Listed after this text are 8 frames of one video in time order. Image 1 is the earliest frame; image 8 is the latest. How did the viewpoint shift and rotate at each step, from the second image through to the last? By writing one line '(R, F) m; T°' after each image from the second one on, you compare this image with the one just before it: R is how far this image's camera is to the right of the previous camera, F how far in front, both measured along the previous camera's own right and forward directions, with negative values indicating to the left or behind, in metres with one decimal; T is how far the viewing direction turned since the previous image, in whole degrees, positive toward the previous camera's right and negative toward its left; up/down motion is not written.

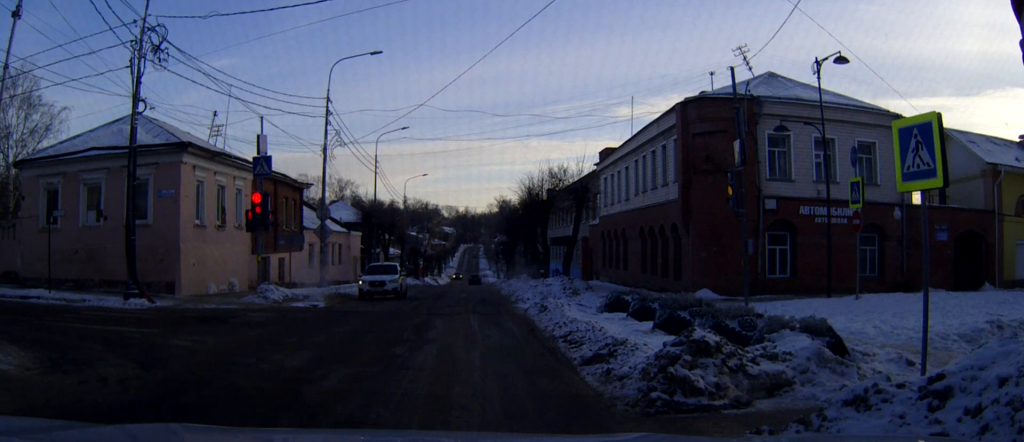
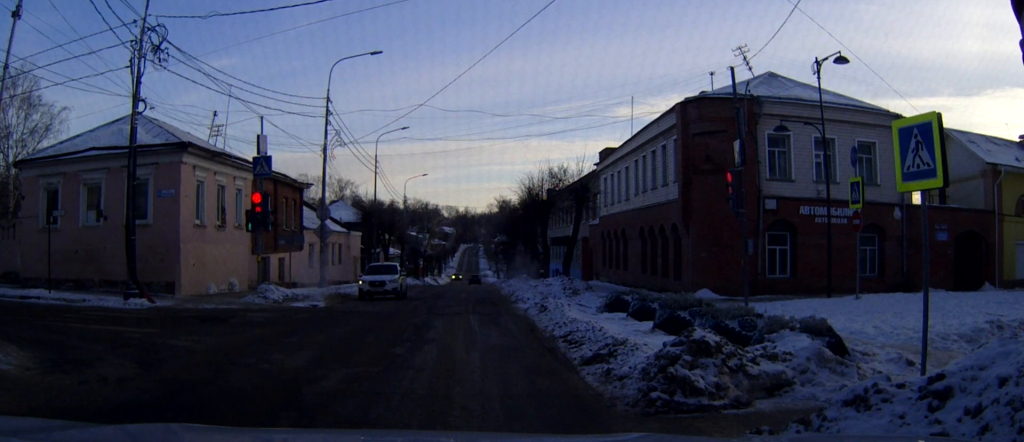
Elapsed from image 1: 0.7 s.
(0.0, 0.0) m; 0°
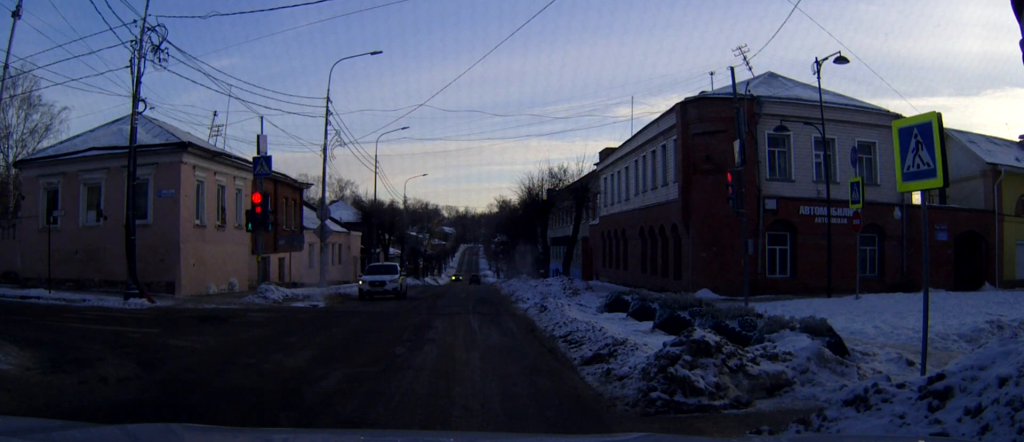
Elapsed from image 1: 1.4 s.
(0.0, 0.0) m; 0°
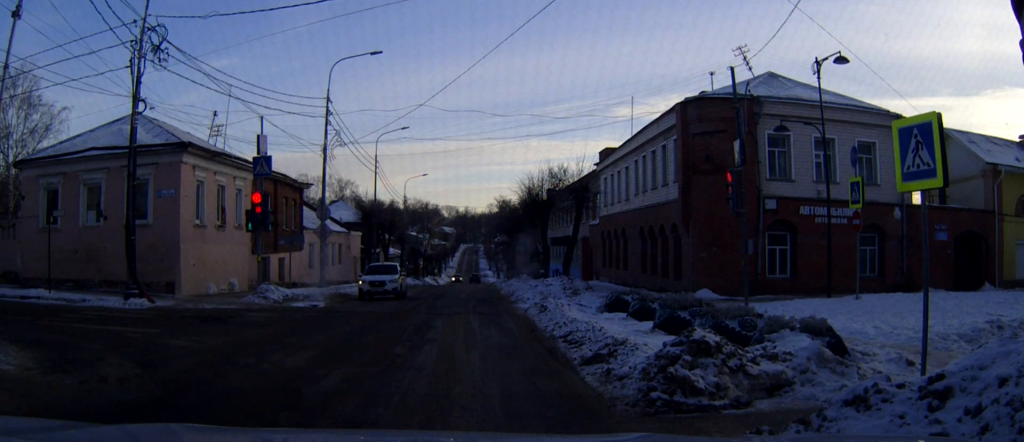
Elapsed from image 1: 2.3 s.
(0.0, 0.0) m; 0°
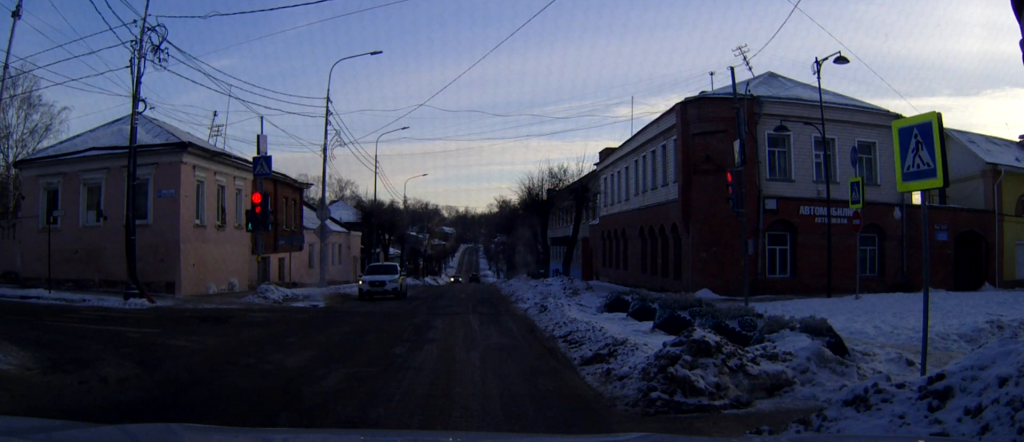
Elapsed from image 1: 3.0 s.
(0.0, 0.0) m; 0°
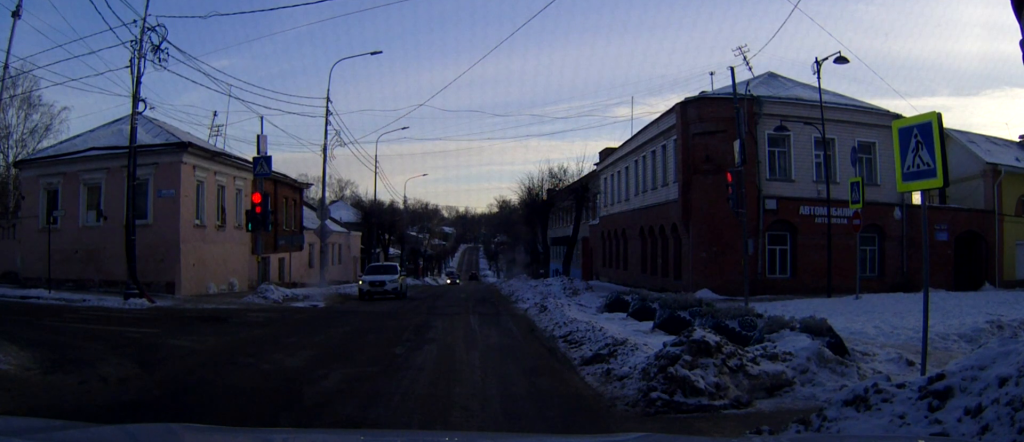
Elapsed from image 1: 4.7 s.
(0.0, +0.3) m; 0°
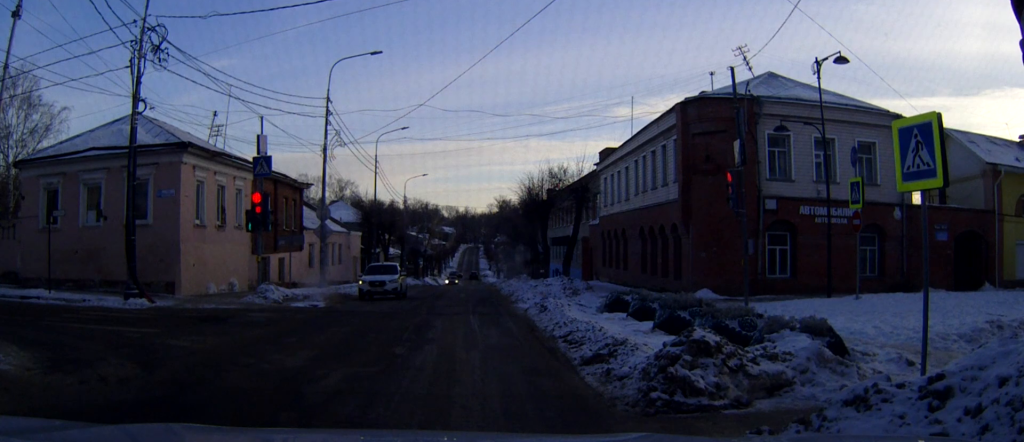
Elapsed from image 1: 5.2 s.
(0.0, 0.0) m; 0°
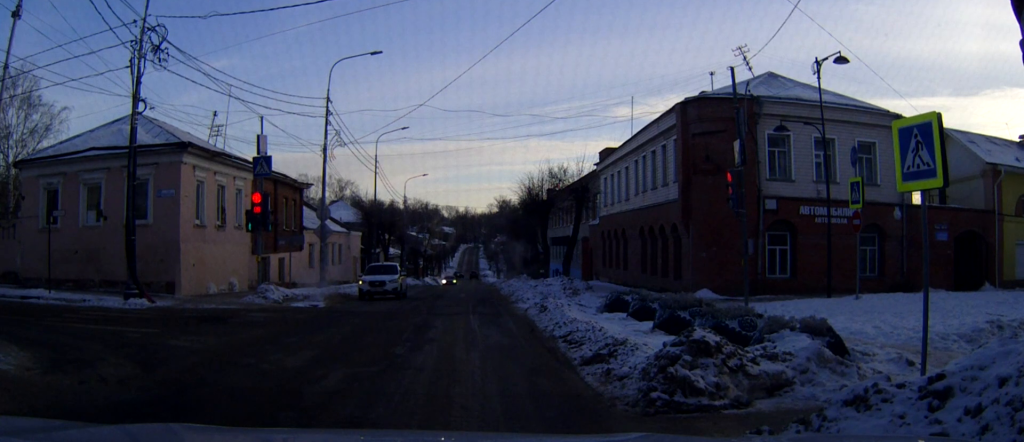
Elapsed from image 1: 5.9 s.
(0.0, 0.0) m; 0°
